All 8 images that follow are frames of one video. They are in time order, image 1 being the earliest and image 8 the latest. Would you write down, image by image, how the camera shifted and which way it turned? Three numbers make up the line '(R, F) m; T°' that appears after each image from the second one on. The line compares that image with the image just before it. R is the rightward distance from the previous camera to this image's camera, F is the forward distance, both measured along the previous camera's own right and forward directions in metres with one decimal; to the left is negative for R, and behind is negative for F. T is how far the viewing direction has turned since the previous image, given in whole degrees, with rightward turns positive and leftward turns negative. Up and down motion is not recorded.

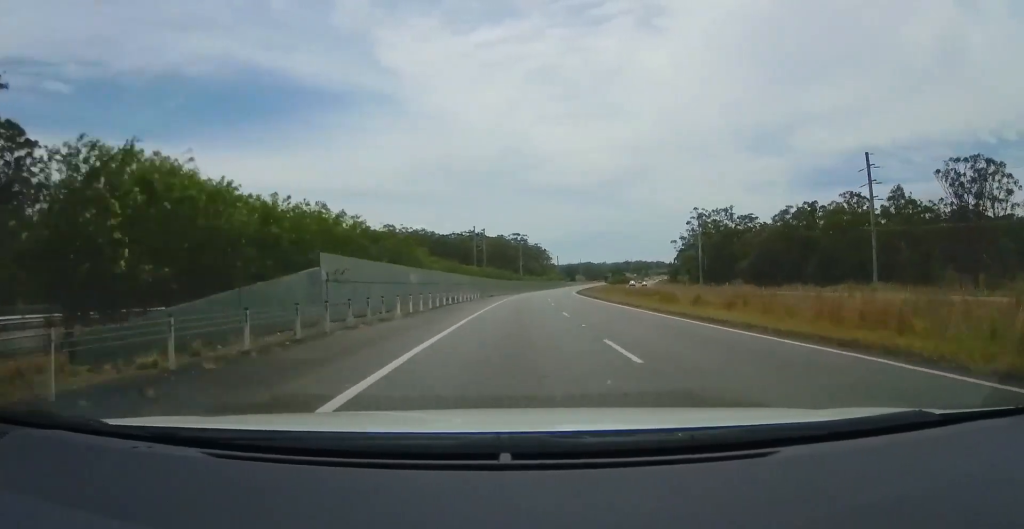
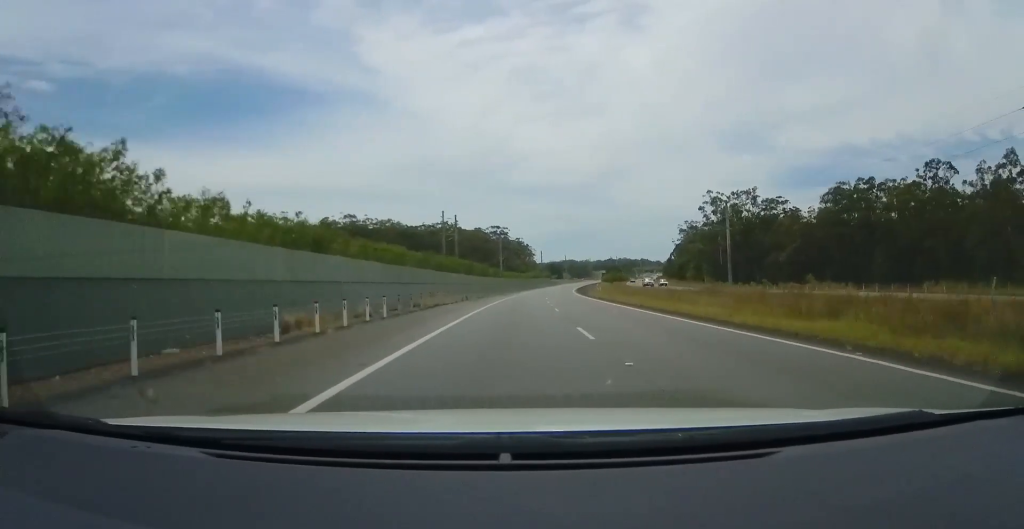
(+0.6, +33.1) m; +2°
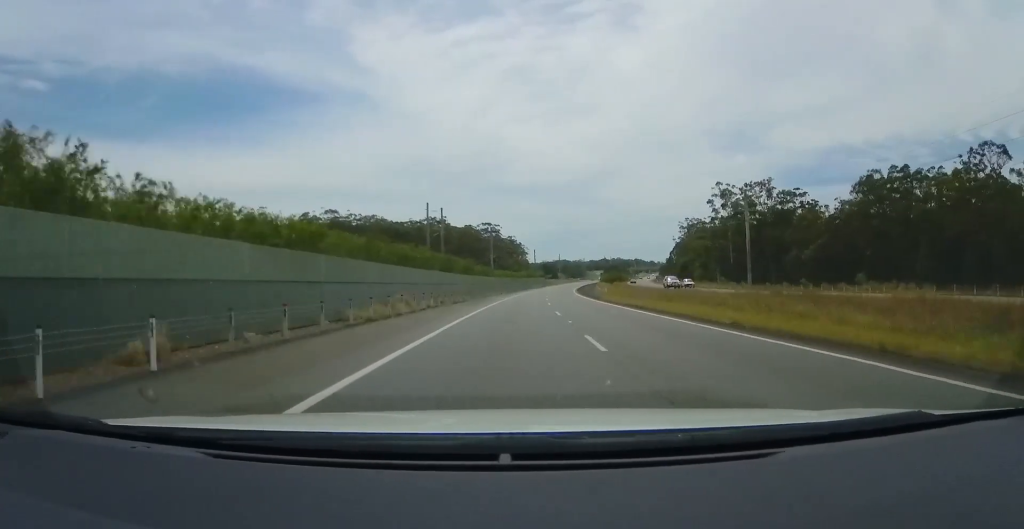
(-0.1, +14.8) m; +1°
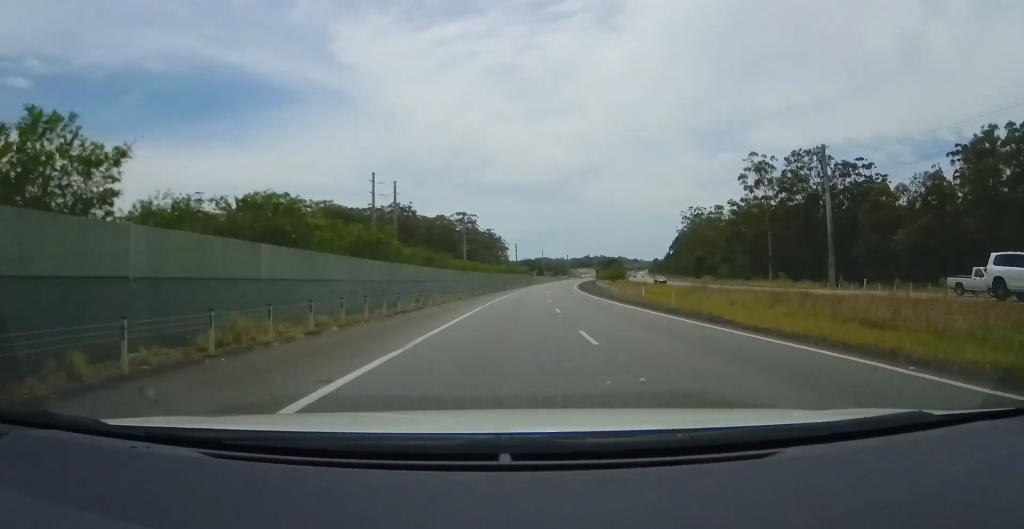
(+0.9, +35.8) m; +2°
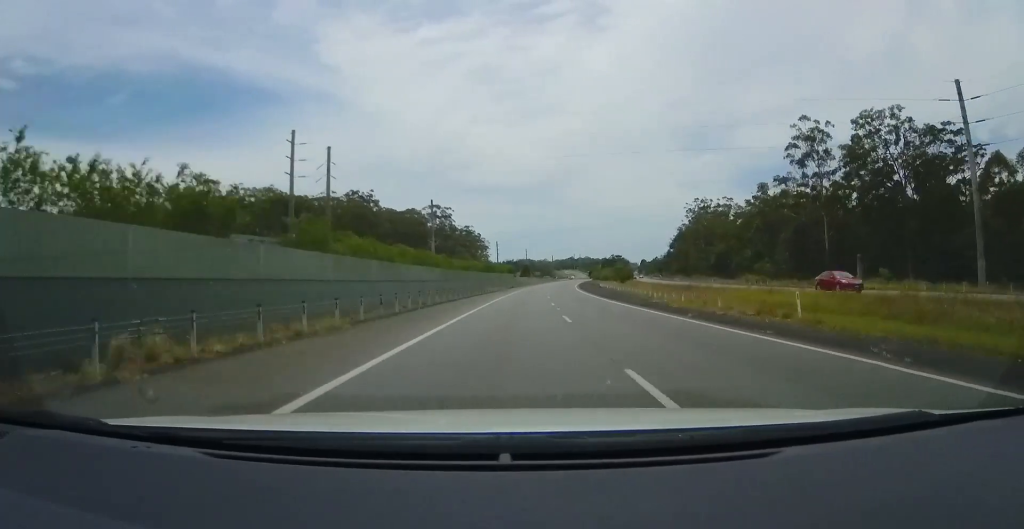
(+0.2, +30.2) m; +1°
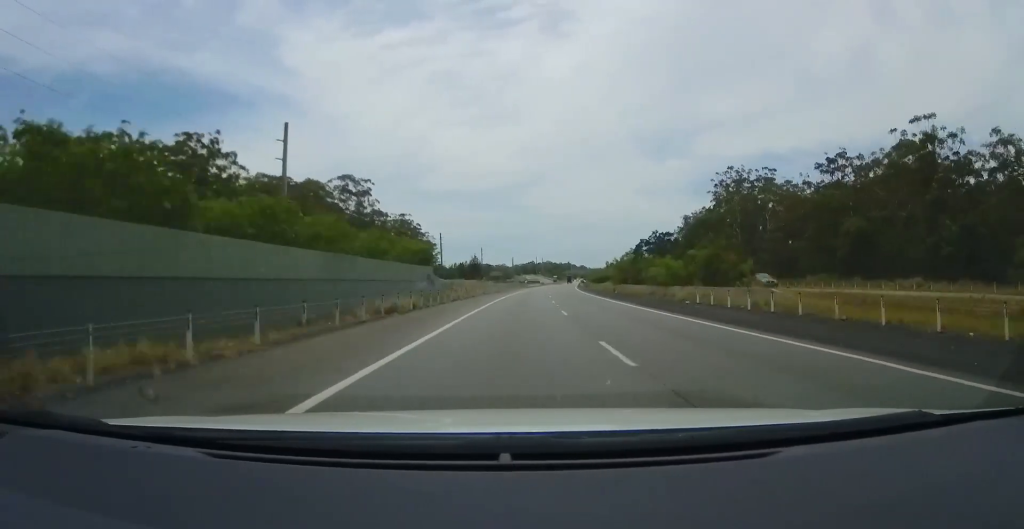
(+2.1, +69.7) m; +4°
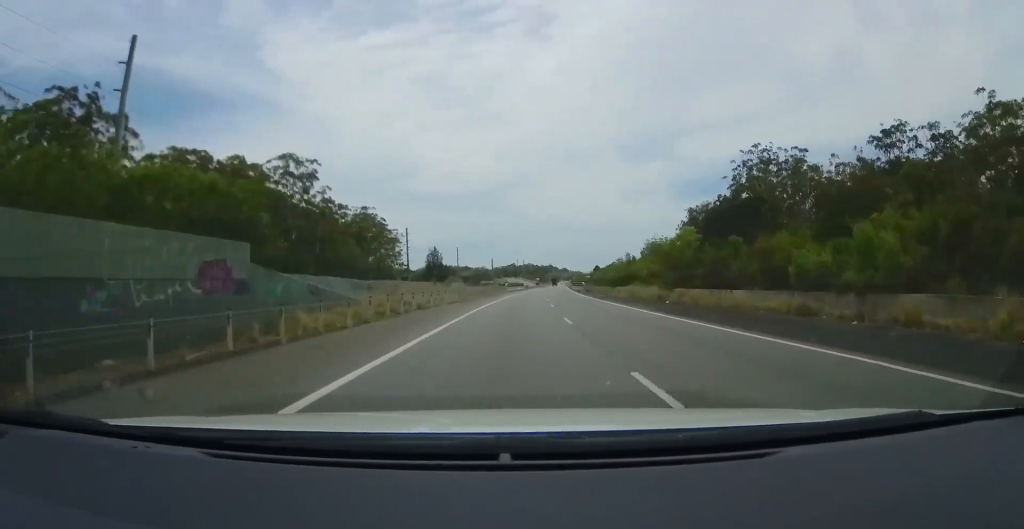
(+0.5, +27.6) m; +3°
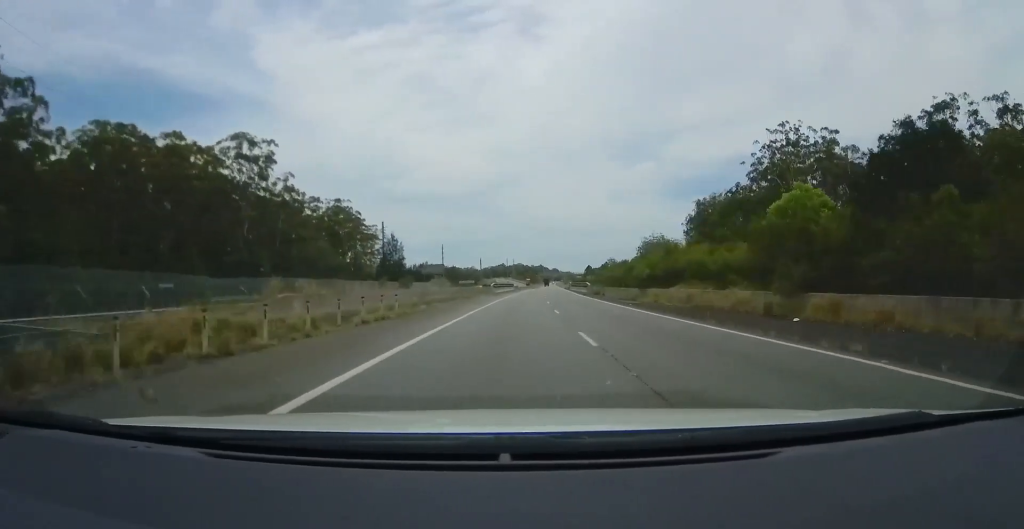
(+0.3, +18.0) m; +2°
